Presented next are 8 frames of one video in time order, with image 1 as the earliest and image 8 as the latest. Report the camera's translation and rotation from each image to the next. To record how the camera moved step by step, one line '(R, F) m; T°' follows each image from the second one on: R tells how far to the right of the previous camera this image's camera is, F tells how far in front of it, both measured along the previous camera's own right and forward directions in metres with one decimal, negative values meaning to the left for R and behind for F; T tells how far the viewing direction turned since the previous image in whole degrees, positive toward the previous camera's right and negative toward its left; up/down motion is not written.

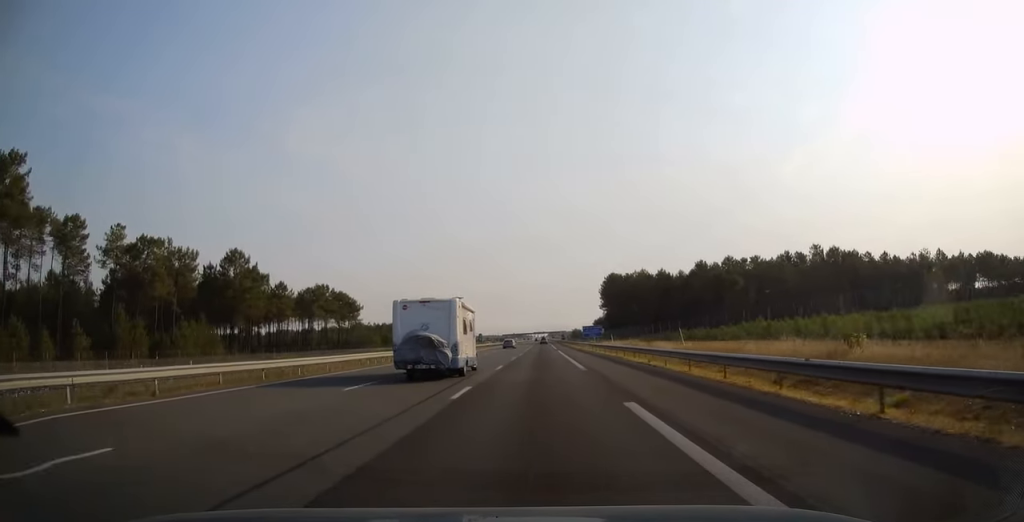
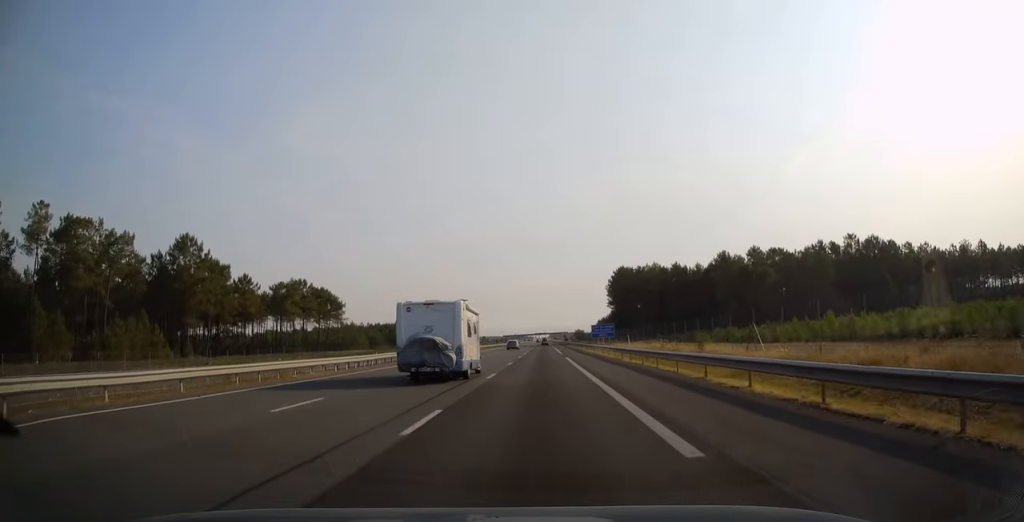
(0.0, +17.9) m; 0°
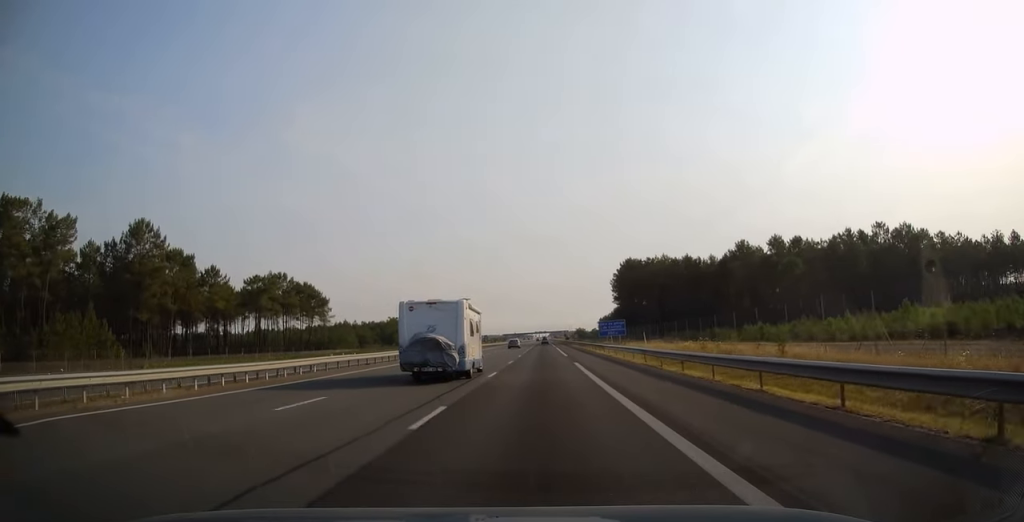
(-0.1, +12.8) m; 0°
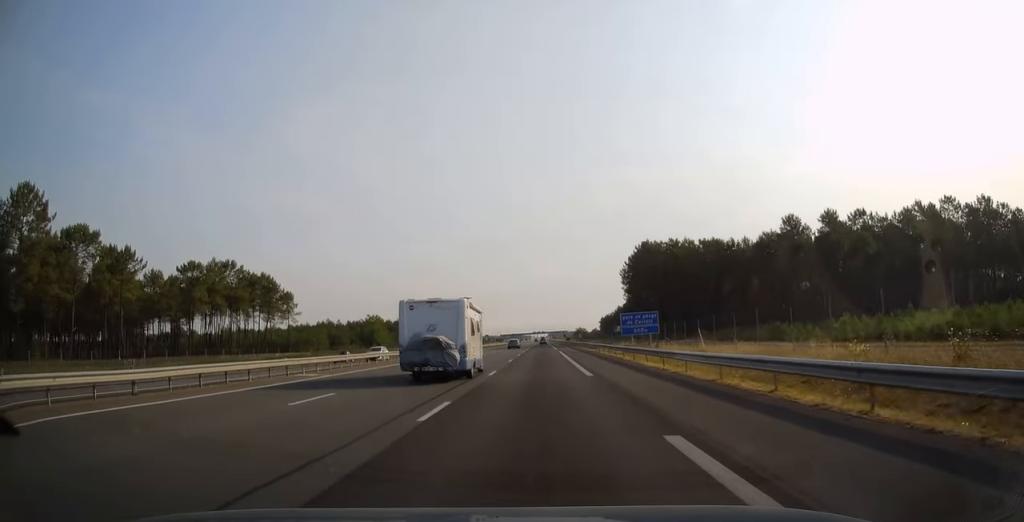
(0.0, +25.1) m; 0°
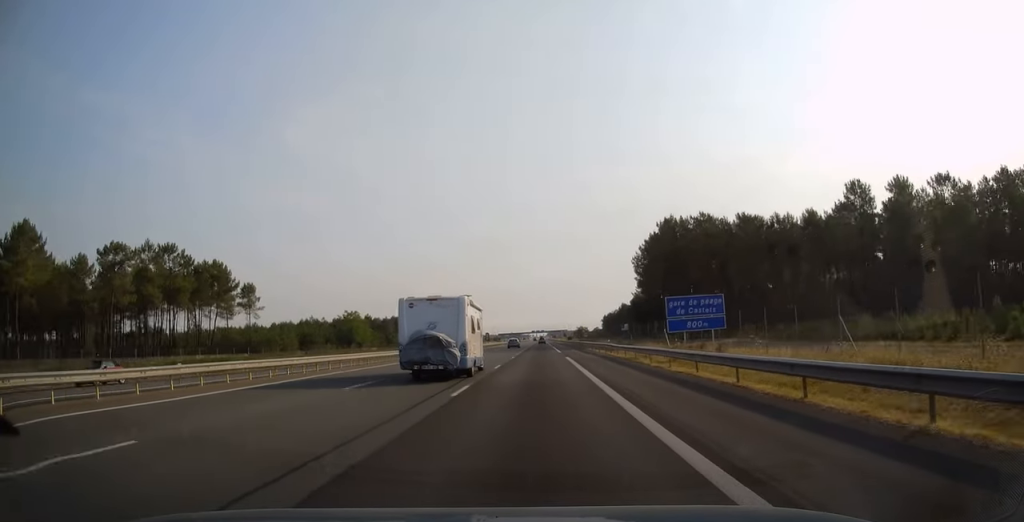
(+0.1, +21.8) m; 0°
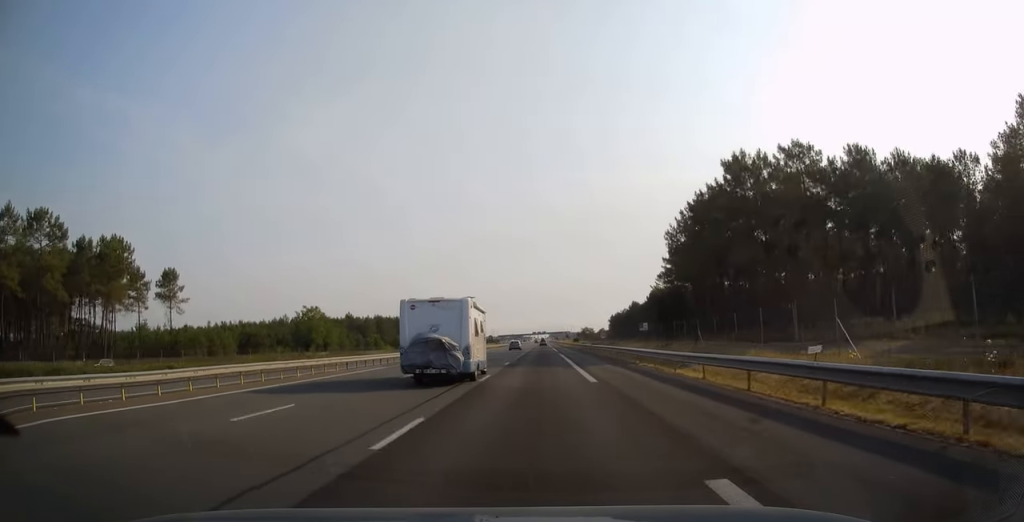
(0.0, +32.7) m; 0°
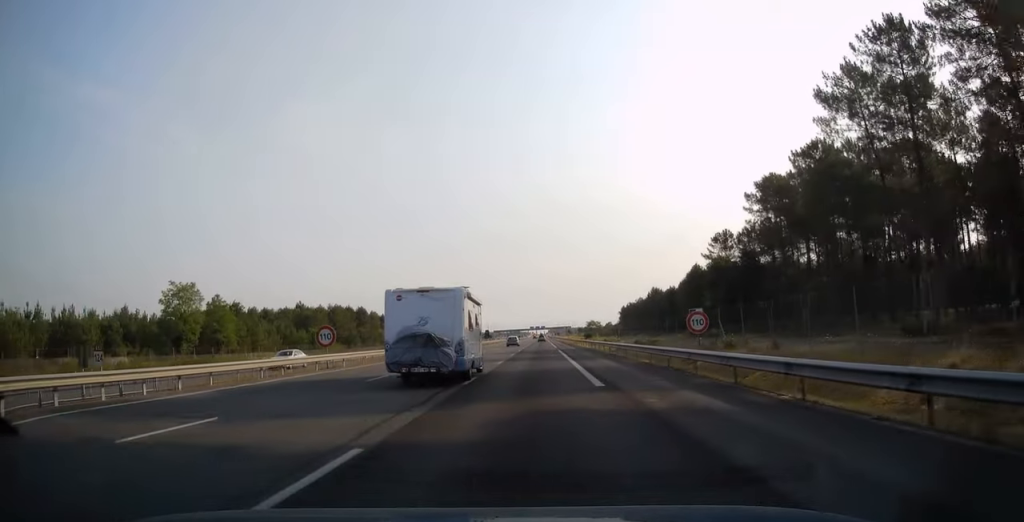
(-0.3, +55.1) m; 0°
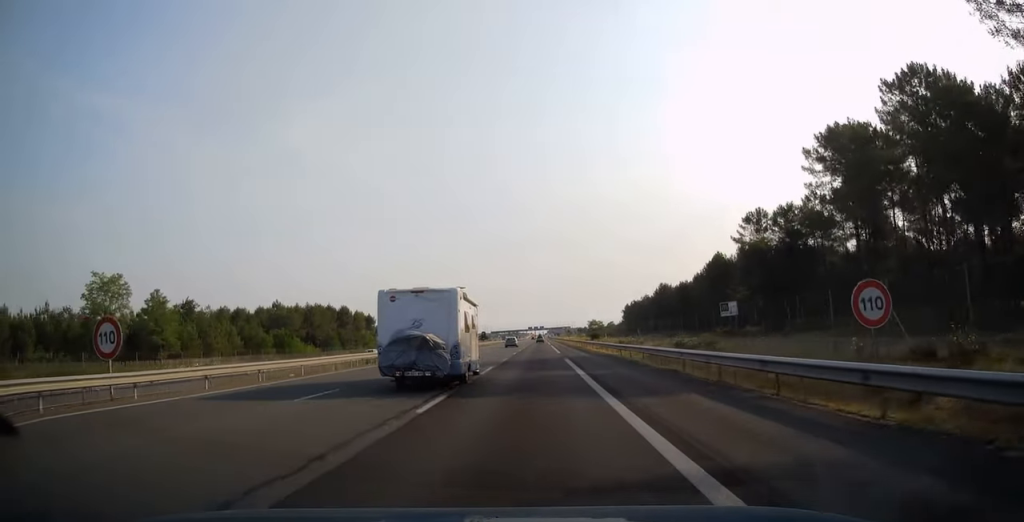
(+0.1, +19.0) m; 0°
